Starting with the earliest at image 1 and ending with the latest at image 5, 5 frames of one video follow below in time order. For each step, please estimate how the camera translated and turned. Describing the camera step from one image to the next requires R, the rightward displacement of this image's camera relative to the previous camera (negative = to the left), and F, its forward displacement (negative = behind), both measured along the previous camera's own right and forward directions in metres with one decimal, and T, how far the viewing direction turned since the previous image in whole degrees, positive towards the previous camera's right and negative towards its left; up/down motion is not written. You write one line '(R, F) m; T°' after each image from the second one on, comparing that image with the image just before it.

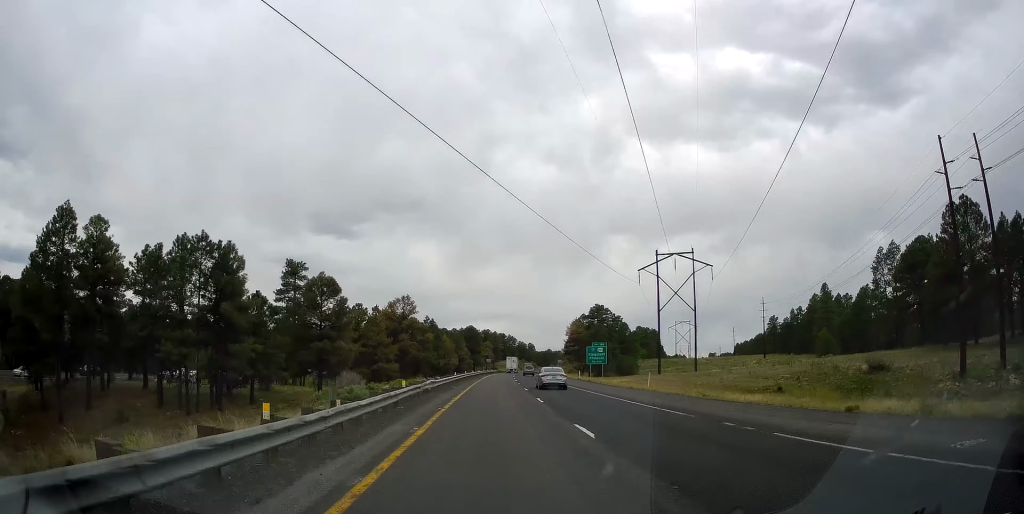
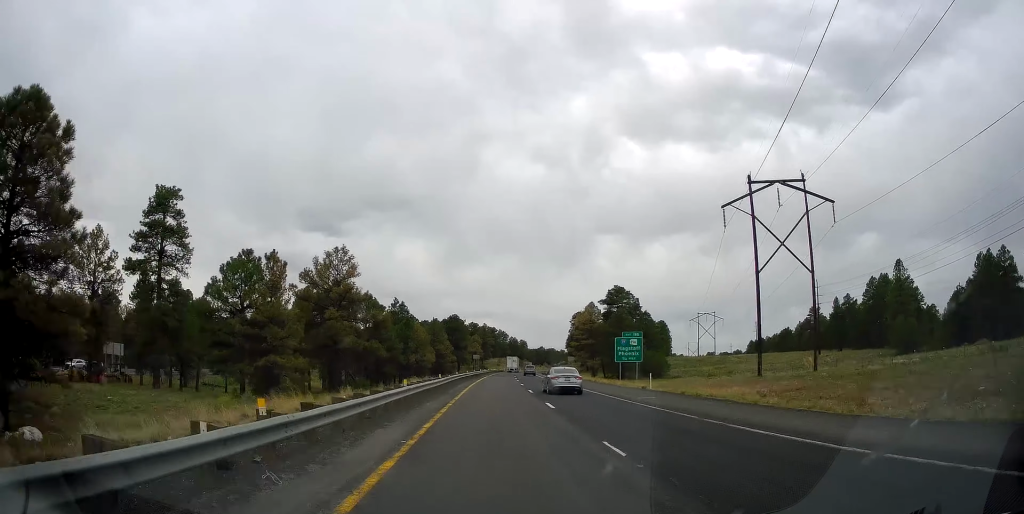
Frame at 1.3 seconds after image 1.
(+0.4, +40.0) m; +3°
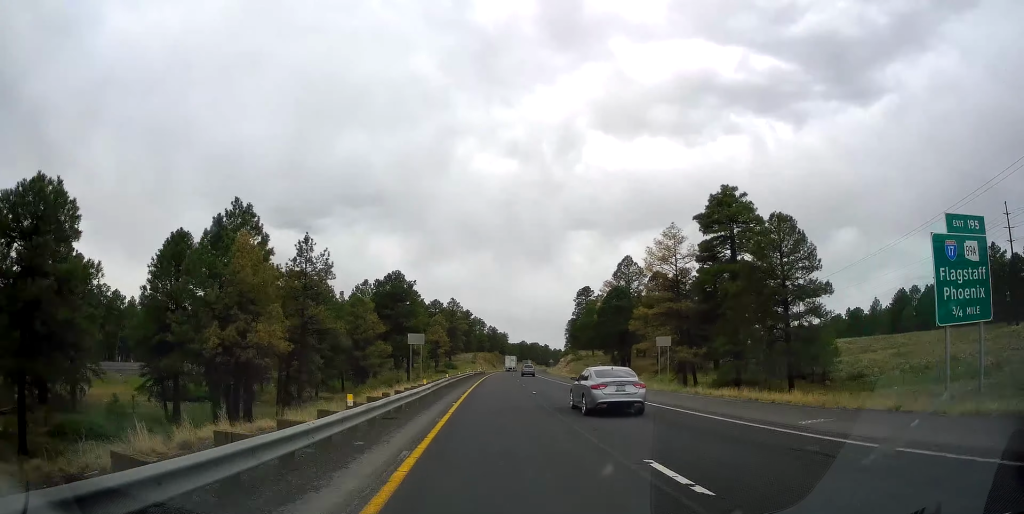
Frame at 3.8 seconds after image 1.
(+1.6, +75.5) m; +2°
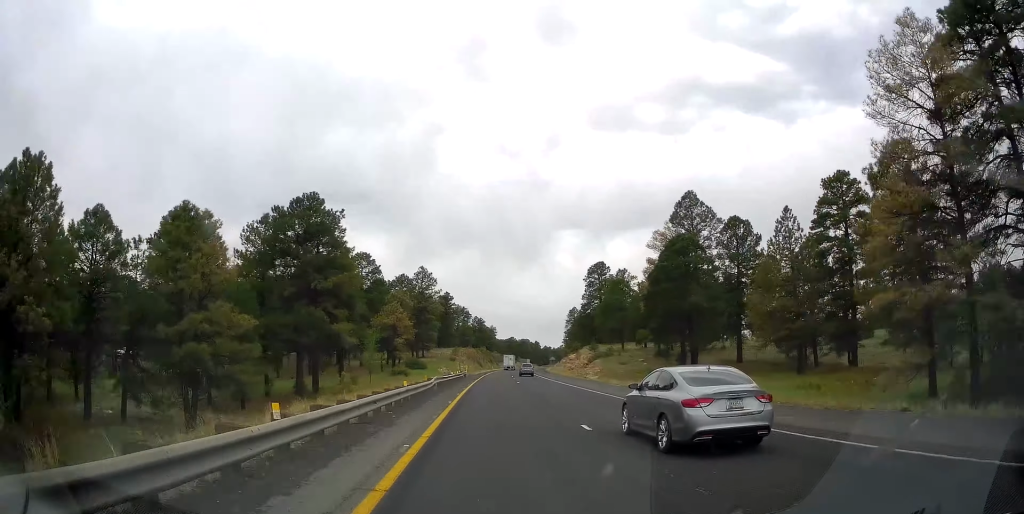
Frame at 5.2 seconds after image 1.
(+0.5, +42.9) m; +1°
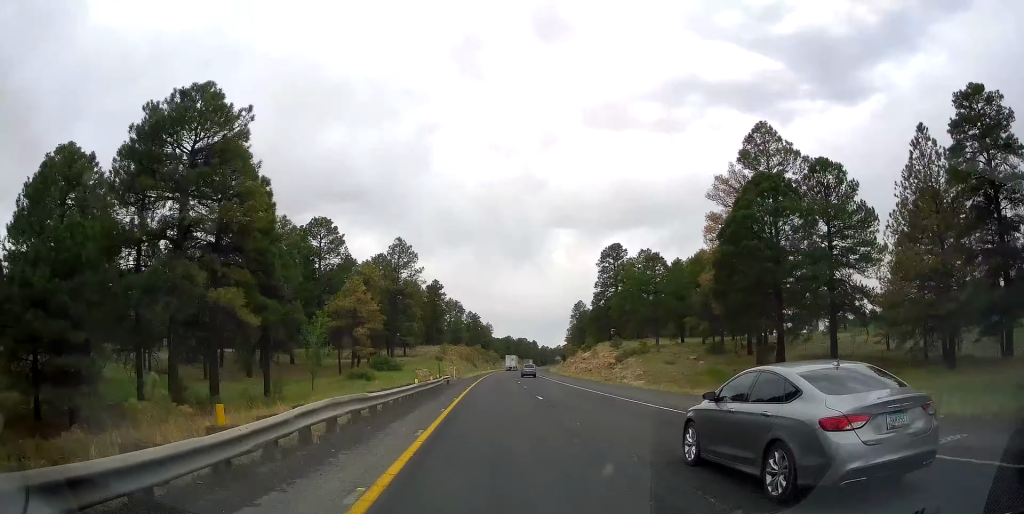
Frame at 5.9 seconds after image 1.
(+0.3, +22.5) m; +1°
